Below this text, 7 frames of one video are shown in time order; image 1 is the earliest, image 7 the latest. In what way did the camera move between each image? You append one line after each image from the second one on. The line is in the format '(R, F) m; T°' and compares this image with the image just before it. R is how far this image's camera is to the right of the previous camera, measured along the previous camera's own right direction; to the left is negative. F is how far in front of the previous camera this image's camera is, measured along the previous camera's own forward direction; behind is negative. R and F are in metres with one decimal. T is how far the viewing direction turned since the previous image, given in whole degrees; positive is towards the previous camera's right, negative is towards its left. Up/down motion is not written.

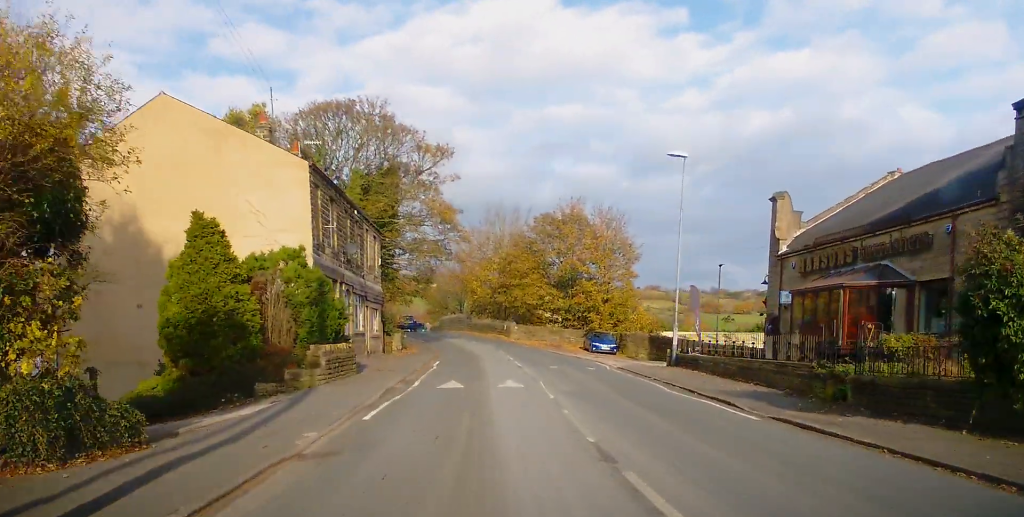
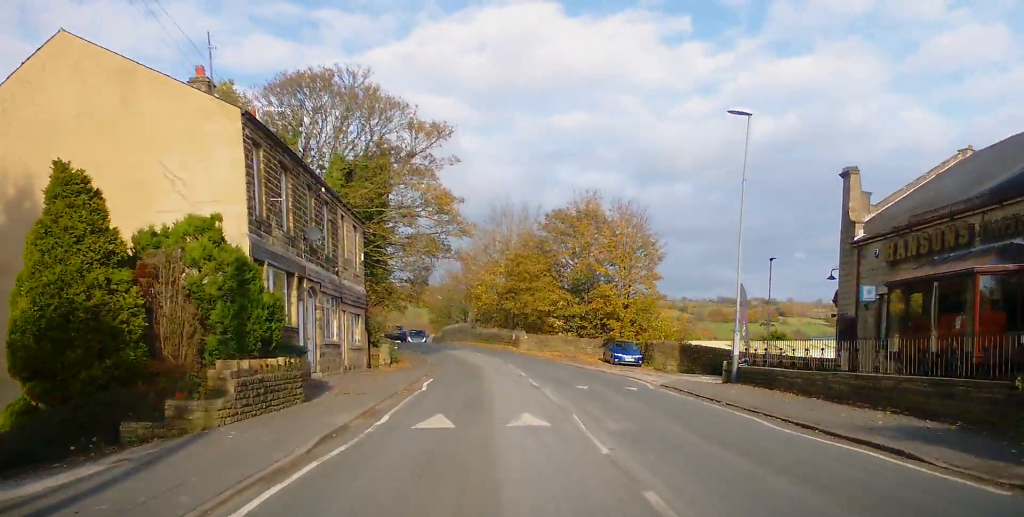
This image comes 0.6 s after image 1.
(0.0, +6.9) m; 0°
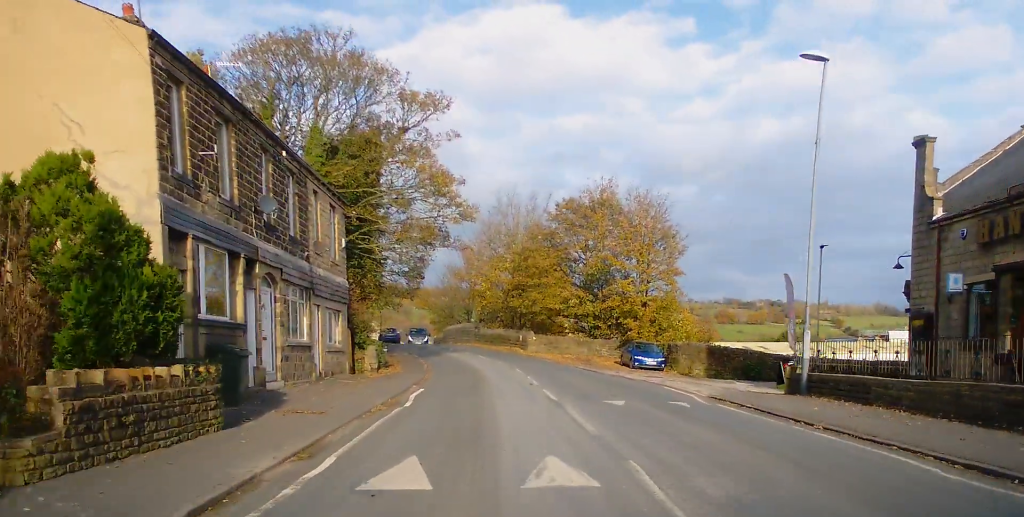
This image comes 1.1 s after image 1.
(0.0, +5.0) m; 0°
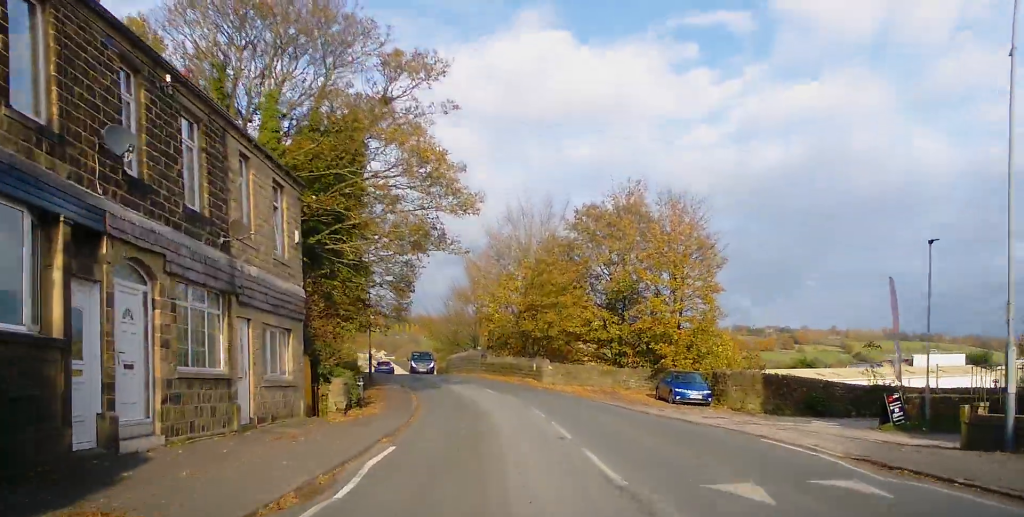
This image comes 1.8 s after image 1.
(0.0, +7.7) m; -1°
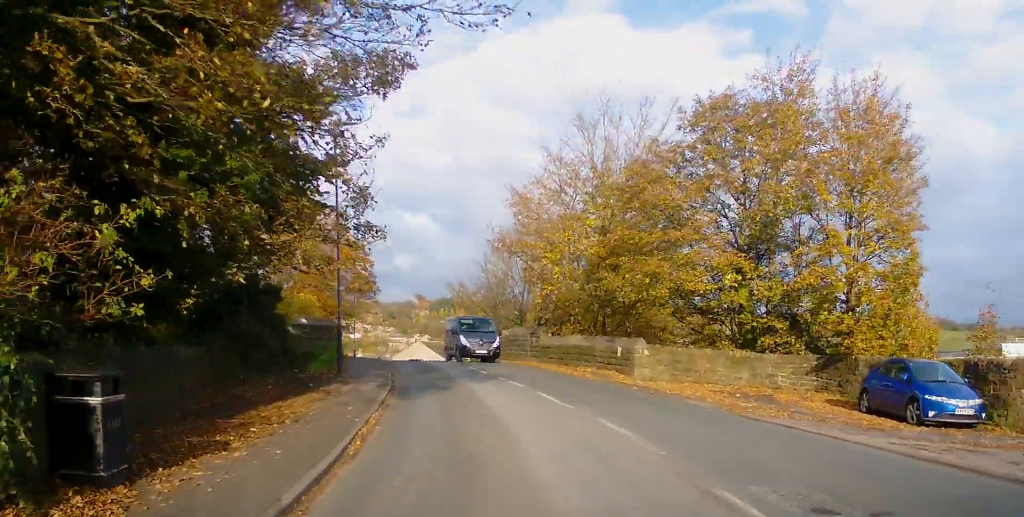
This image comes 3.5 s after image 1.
(-0.4, +17.7) m; -3°
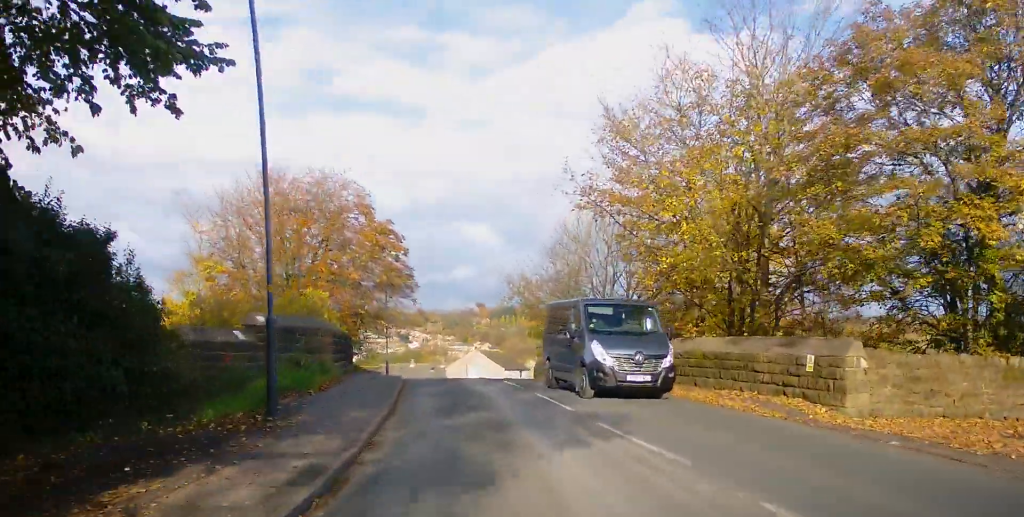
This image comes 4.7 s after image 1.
(-0.6, +12.4) m; -4°
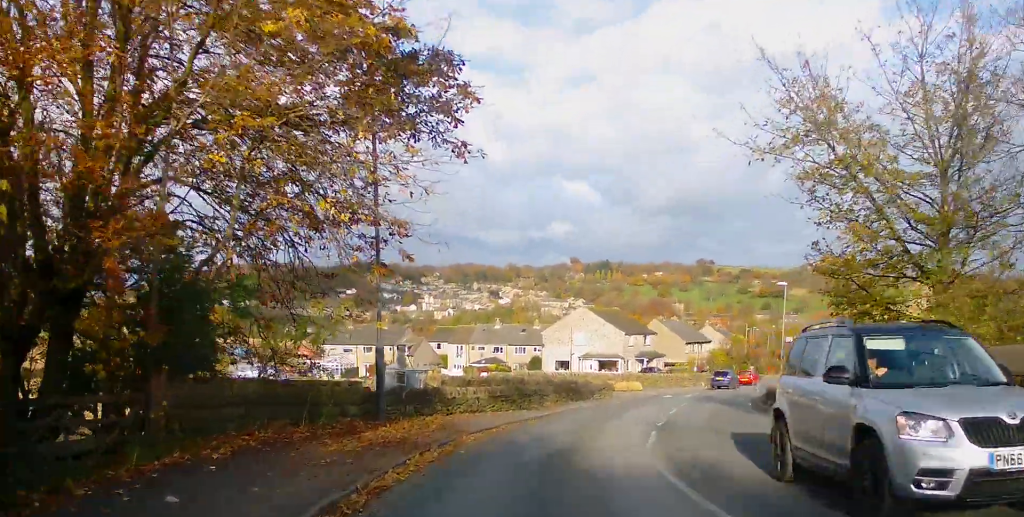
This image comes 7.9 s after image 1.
(-1.5, +31.8) m; -4°
